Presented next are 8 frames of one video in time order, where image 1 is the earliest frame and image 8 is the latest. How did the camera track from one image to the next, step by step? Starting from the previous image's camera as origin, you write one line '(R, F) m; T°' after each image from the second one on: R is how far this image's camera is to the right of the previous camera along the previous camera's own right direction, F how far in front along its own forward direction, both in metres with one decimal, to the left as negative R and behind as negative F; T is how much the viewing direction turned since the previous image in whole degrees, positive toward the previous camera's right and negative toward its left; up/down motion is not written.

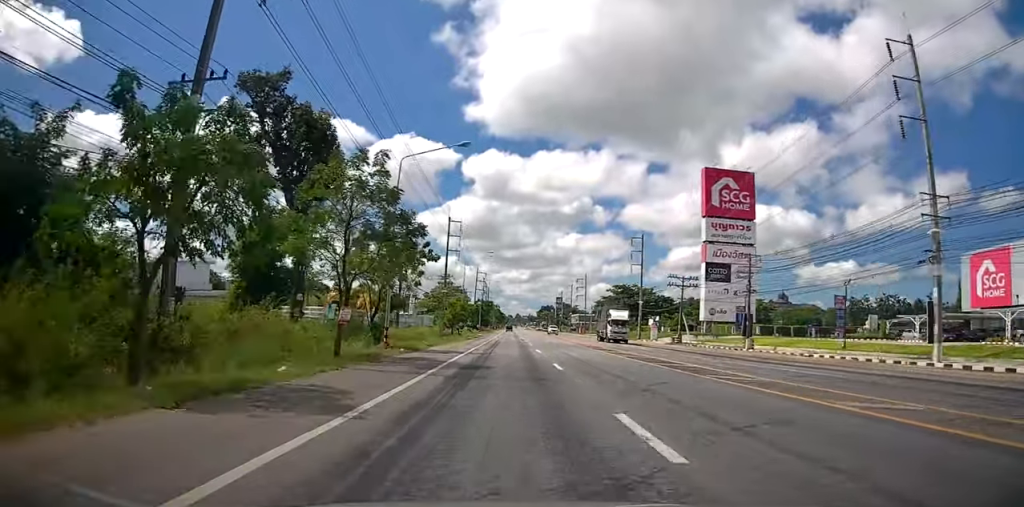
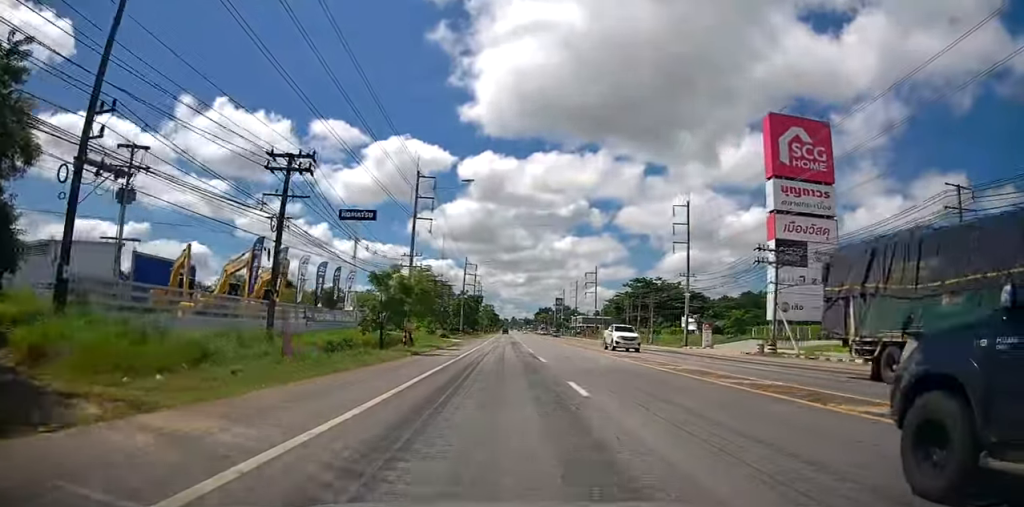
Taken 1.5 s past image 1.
(0.0, +30.2) m; -1°
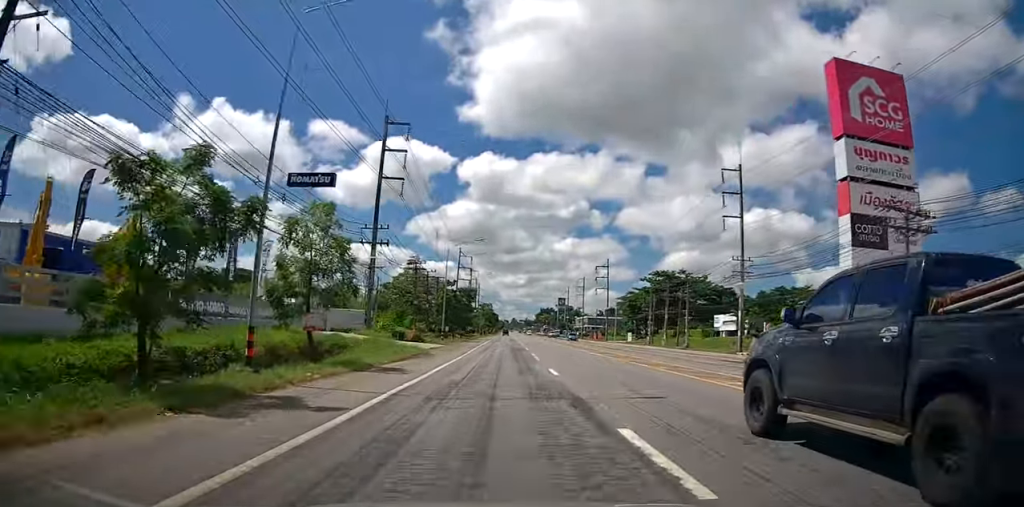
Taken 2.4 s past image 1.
(0.0, +18.4) m; +1°
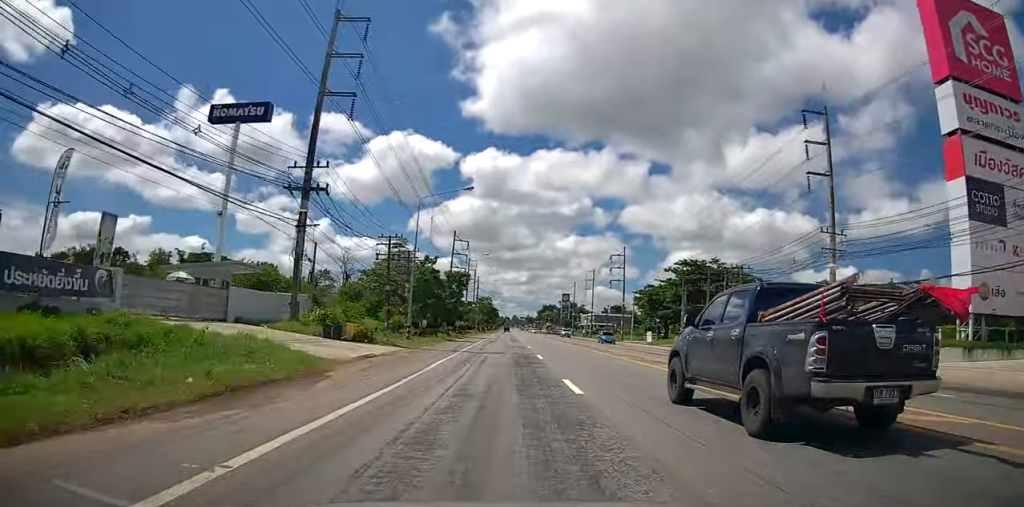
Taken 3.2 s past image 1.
(+0.3, +17.4) m; 0°
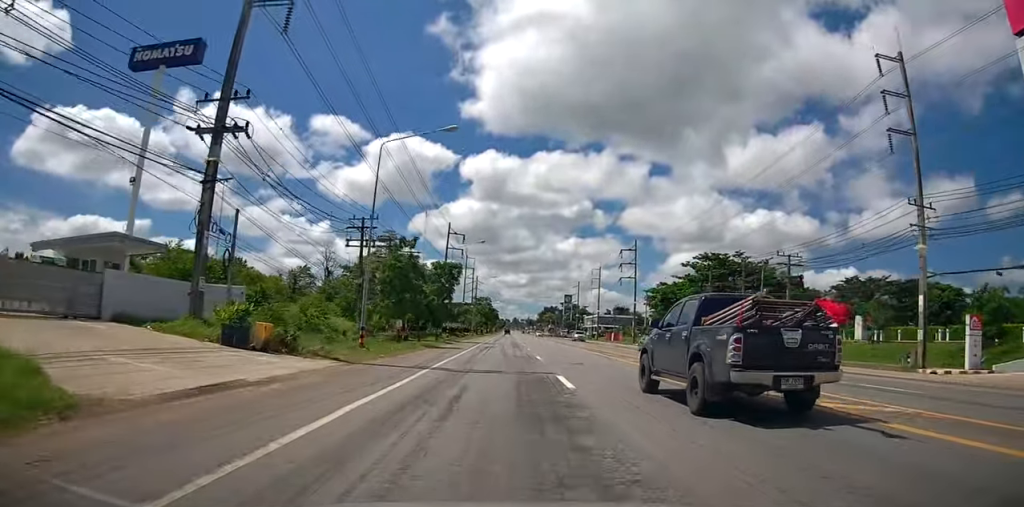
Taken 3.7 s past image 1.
(0.0, +10.5) m; 0°
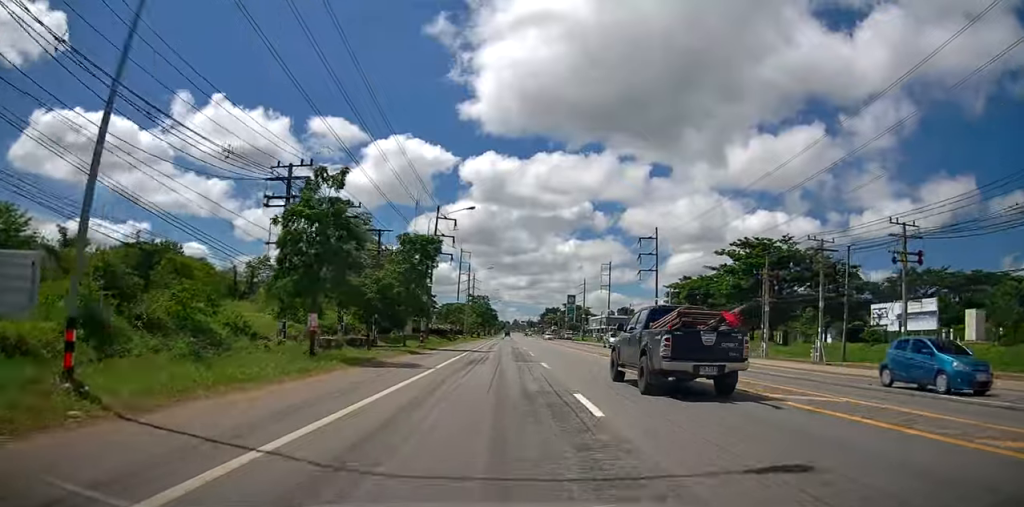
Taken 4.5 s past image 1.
(-0.3, +15.8) m; -1°
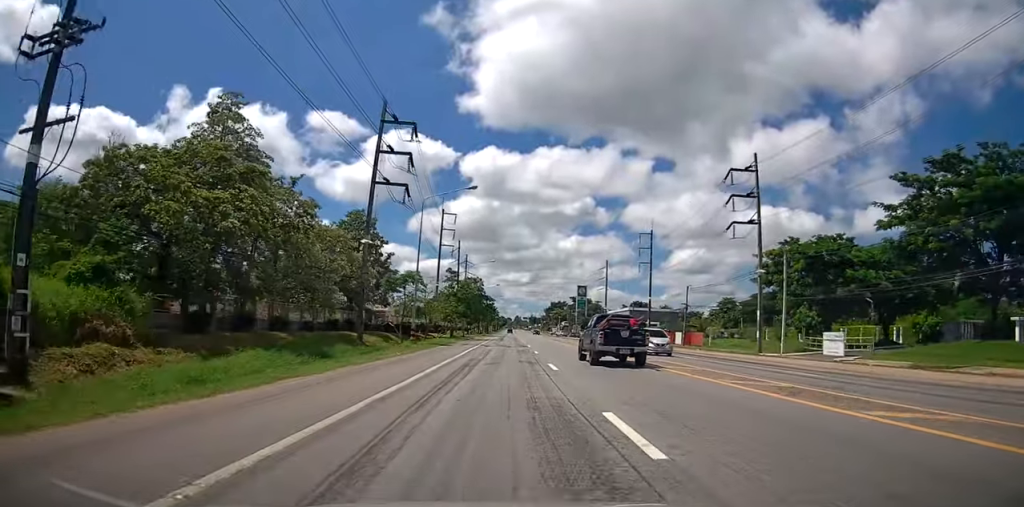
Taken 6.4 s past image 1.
(+0.2, +38.5) m; +1°
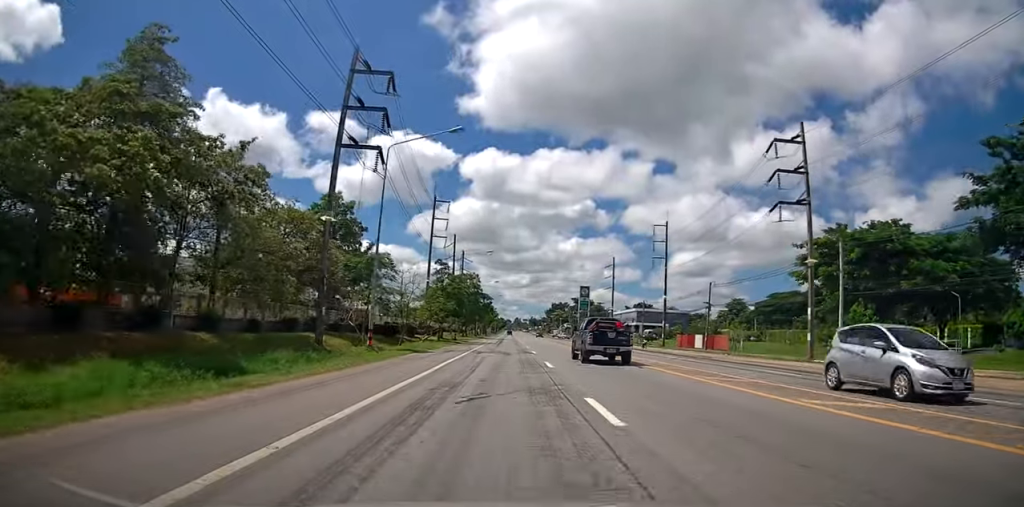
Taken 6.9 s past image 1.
(+0.1, +9.8) m; 0°
